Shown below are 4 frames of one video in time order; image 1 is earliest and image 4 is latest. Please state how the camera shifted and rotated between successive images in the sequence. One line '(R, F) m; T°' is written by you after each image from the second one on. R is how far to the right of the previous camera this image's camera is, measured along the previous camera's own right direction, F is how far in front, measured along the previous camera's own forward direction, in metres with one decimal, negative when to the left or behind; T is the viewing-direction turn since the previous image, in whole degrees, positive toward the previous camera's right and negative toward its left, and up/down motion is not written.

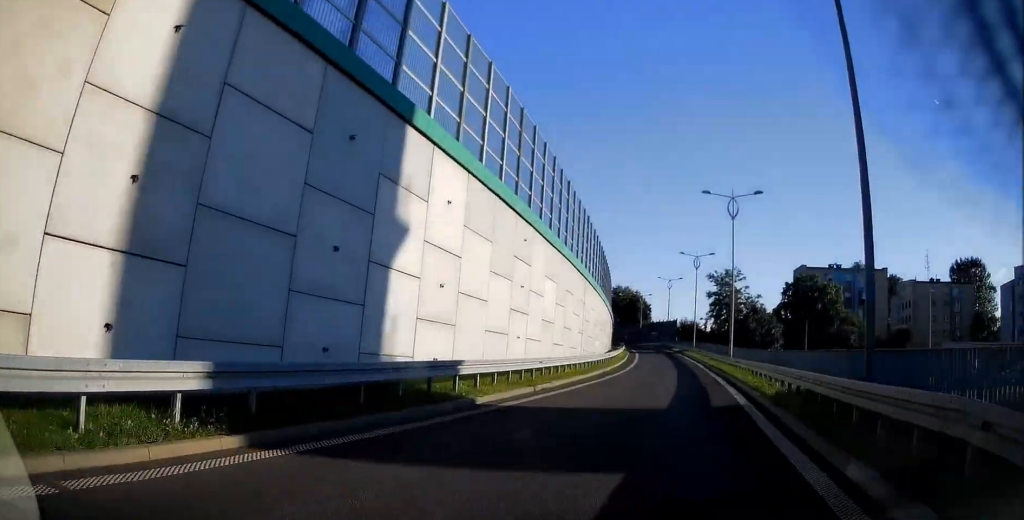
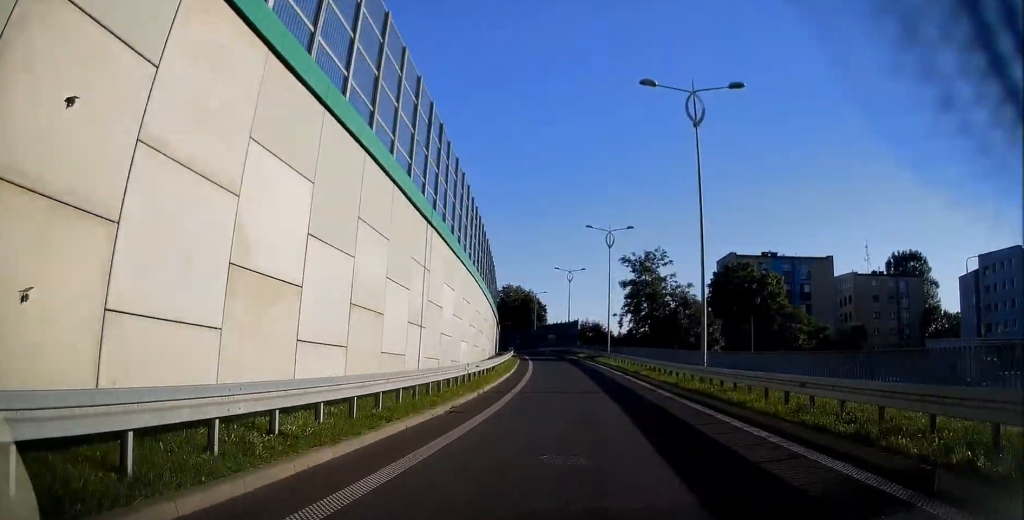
(+1.2, +22.6) m; +4°
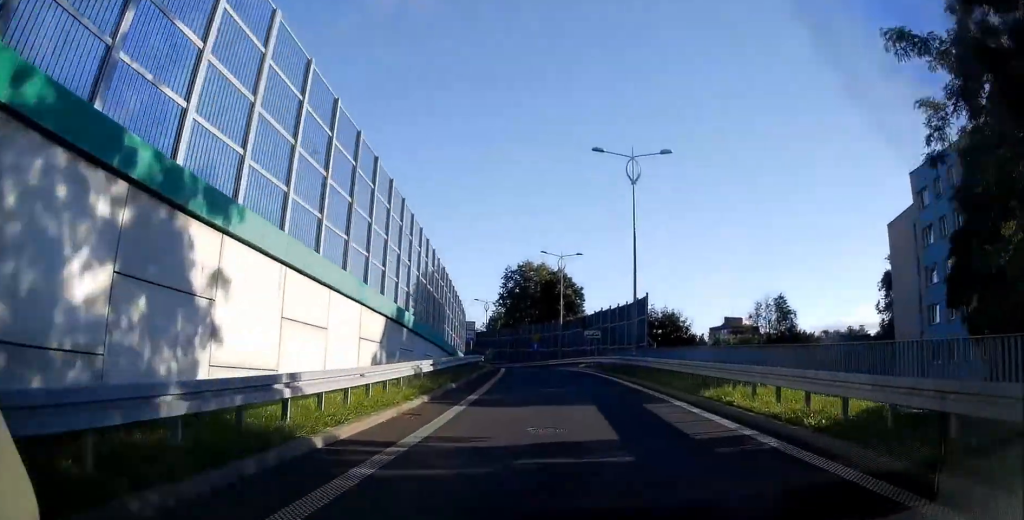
(-3.4, +45.8) m; -12°
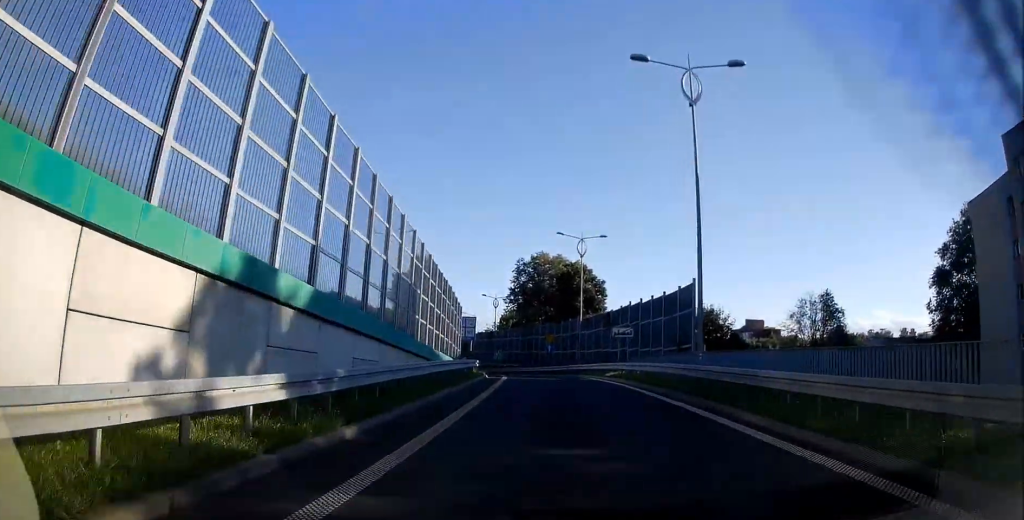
(-0.2, +8.2) m; -2°
